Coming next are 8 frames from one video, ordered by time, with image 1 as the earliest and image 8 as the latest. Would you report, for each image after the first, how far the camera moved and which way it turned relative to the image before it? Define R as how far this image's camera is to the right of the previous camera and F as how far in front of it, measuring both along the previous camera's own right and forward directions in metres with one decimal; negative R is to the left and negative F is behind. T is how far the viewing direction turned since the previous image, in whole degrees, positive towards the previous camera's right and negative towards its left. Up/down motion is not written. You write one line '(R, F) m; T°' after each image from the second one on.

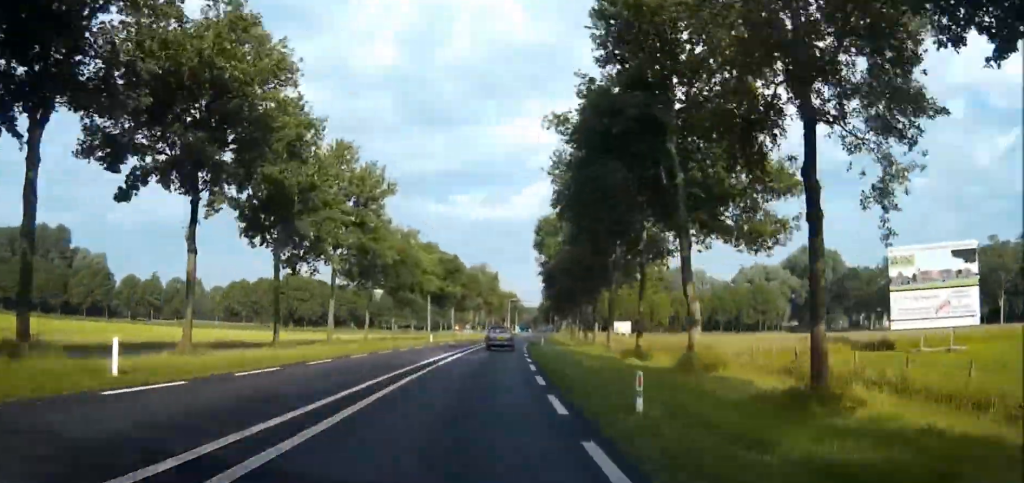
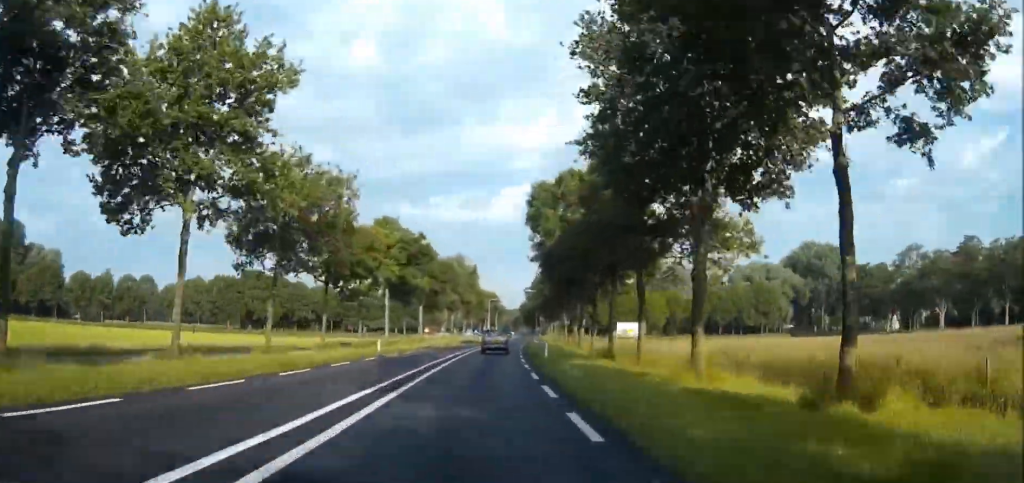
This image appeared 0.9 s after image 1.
(+0.5, +20.7) m; +1°
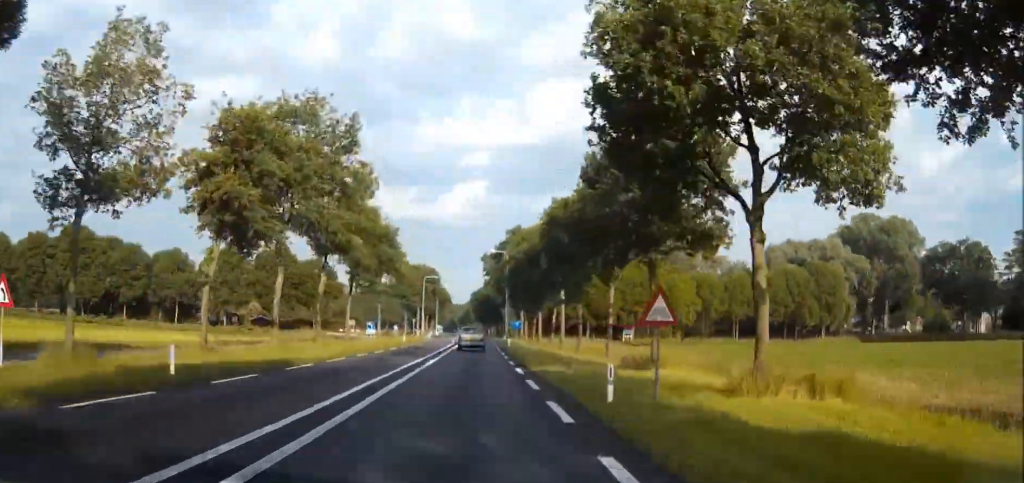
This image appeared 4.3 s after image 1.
(+2.9, +75.5) m; +3°
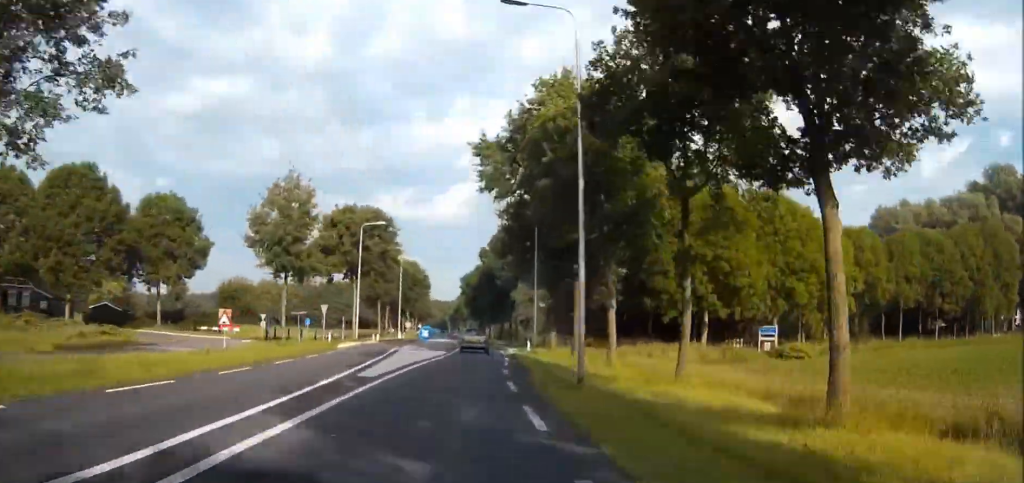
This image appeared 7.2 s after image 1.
(+0.1, +63.5) m; 0°
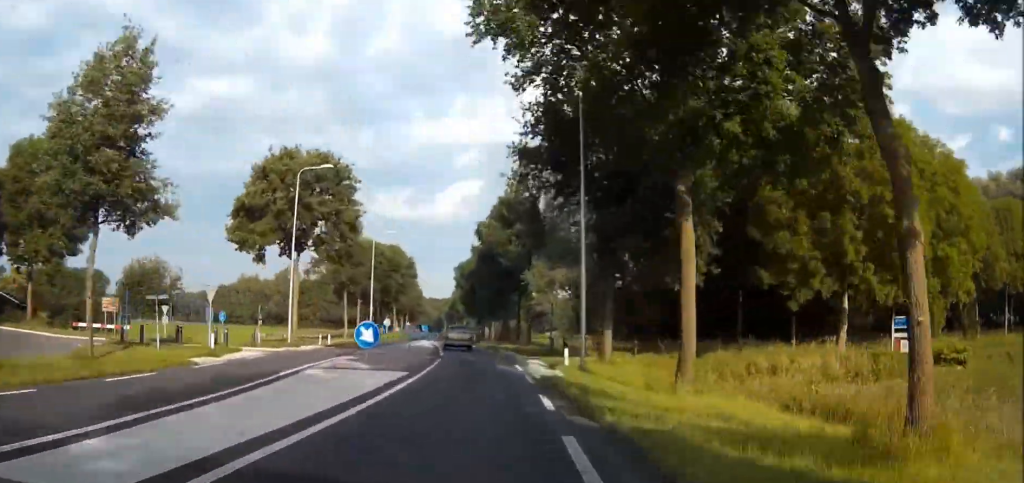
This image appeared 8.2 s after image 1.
(0.0, +22.1) m; 0°
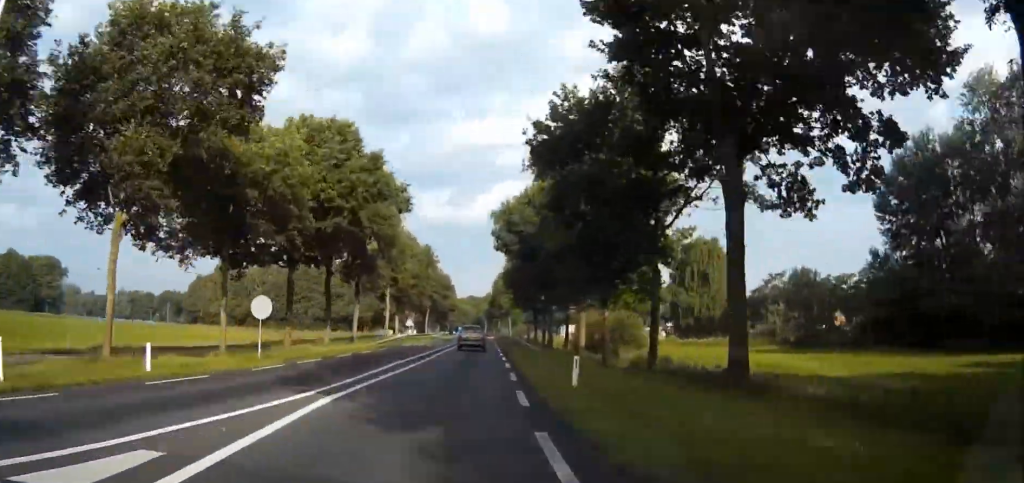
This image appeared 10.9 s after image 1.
(-0.7, +60.1) m; -1°
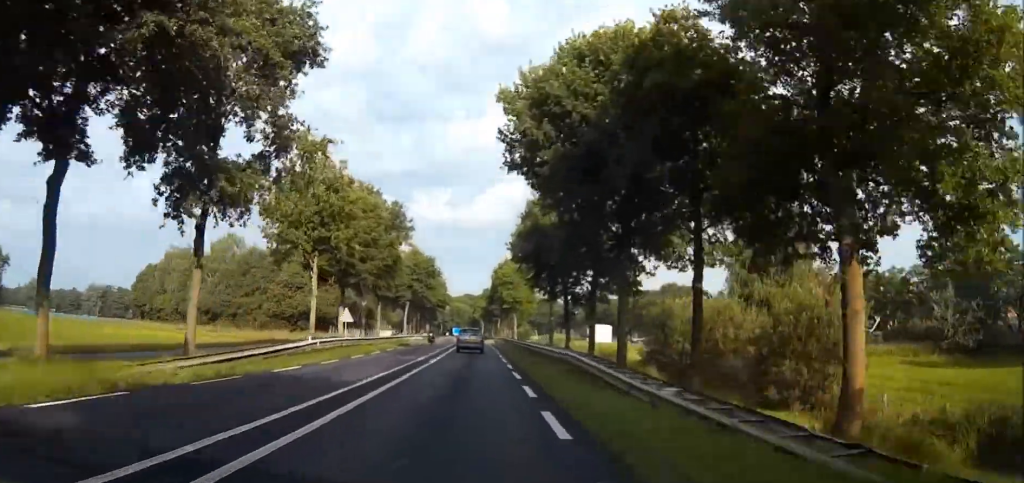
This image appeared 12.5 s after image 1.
(-0.4, +33.5) m; 0°
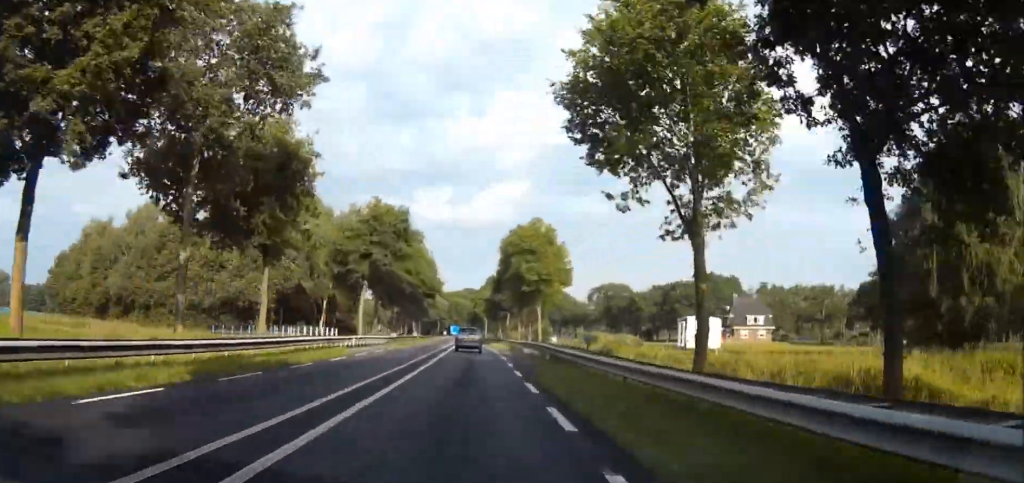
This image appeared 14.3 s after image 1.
(+0.4, +40.7) m; 0°
